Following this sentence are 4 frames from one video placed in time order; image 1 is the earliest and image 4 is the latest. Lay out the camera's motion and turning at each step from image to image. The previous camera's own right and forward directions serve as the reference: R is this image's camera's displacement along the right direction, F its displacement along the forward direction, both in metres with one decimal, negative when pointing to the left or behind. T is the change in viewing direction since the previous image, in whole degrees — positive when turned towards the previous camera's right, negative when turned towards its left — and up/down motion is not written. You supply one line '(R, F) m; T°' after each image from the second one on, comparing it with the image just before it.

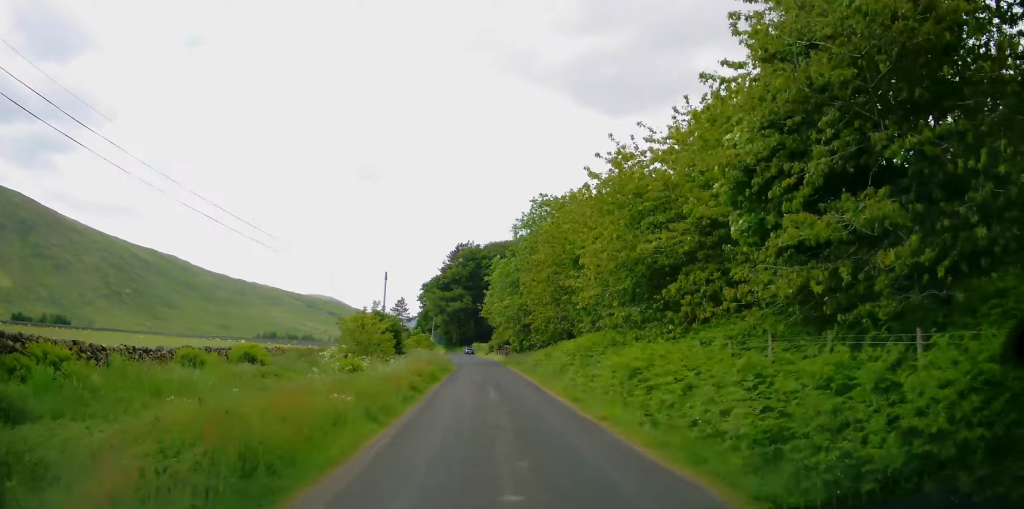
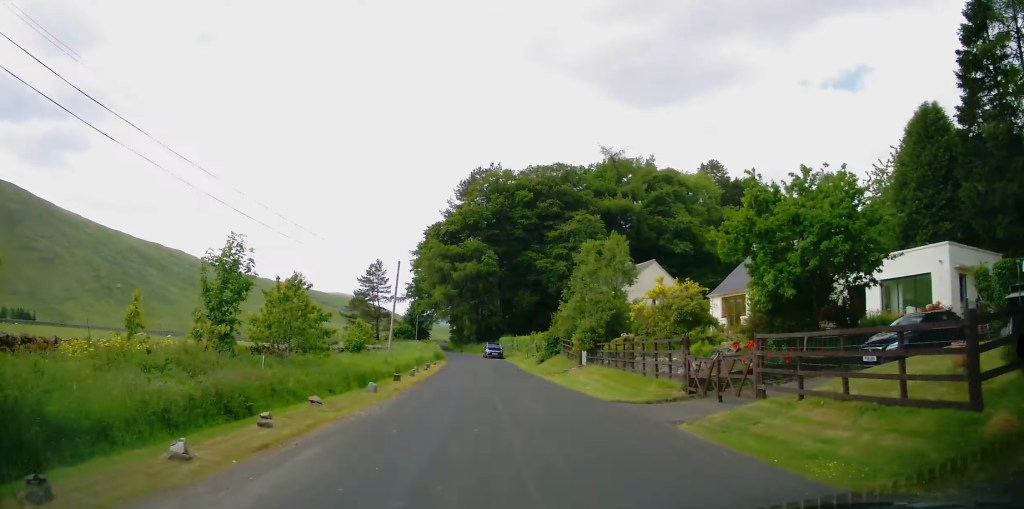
(-2.5, +68.9) m; -4°
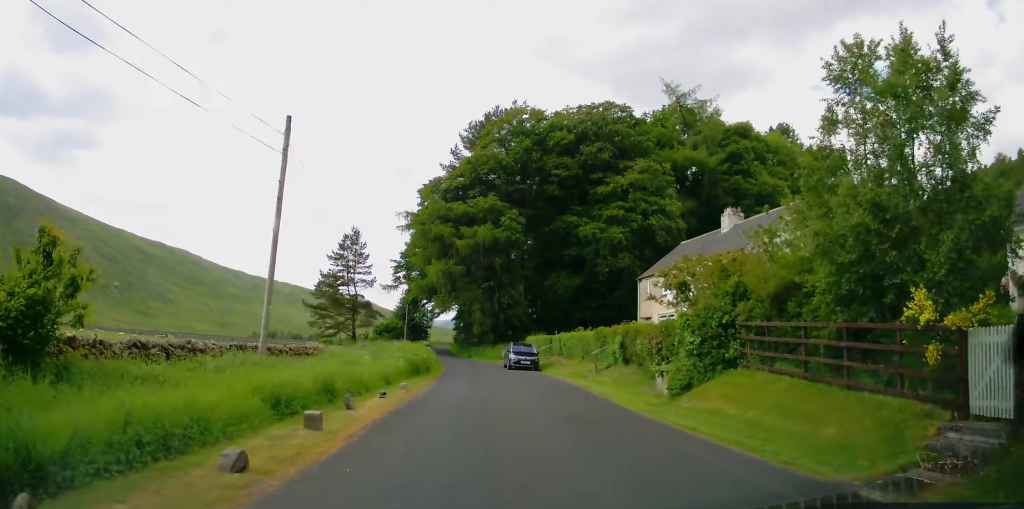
(-0.1, +27.3) m; +2°
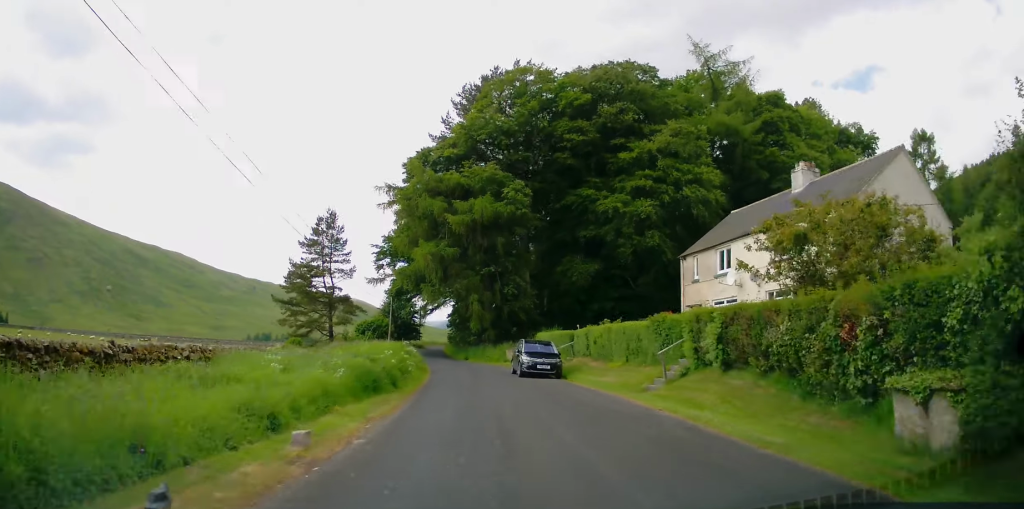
(+0.4, +10.5) m; -1°
